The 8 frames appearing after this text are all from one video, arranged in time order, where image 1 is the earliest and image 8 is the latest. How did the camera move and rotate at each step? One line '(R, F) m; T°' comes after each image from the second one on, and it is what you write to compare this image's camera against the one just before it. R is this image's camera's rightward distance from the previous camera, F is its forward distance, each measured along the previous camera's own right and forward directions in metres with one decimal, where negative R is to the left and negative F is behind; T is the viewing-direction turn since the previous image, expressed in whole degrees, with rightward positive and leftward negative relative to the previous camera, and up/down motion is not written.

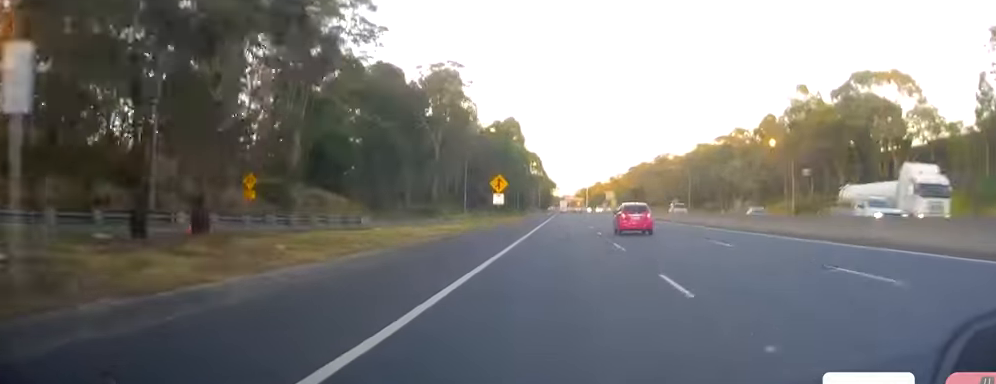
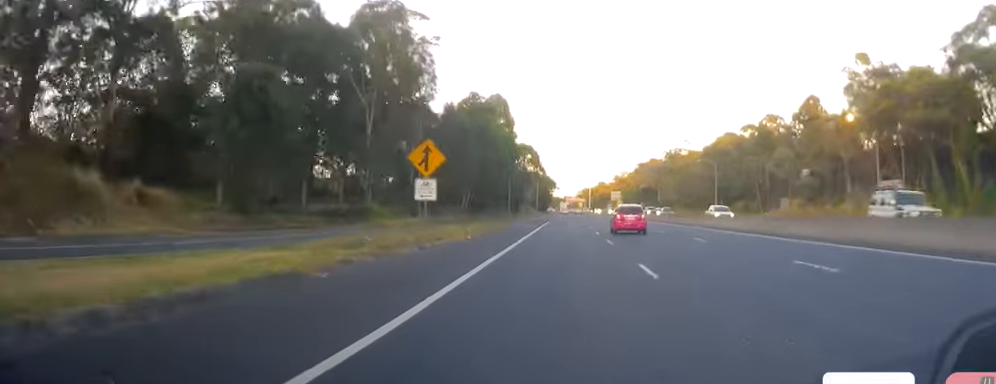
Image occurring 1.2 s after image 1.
(-0.2, +32.7) m; -1°
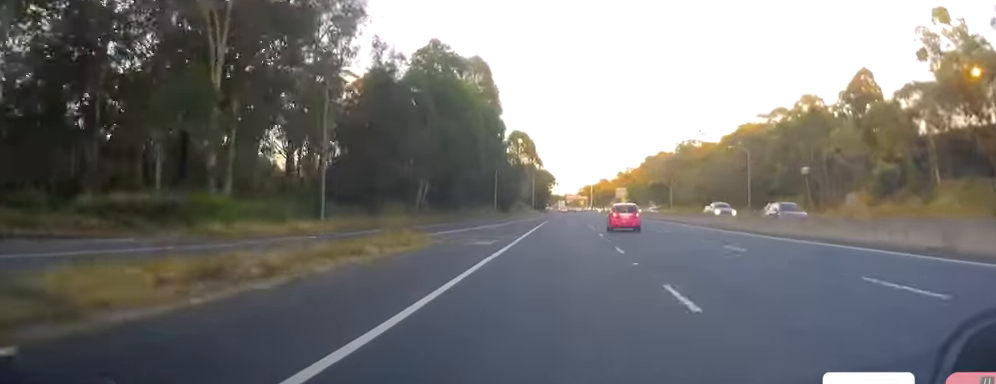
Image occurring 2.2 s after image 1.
(-0.3, +28.2) m; 0°
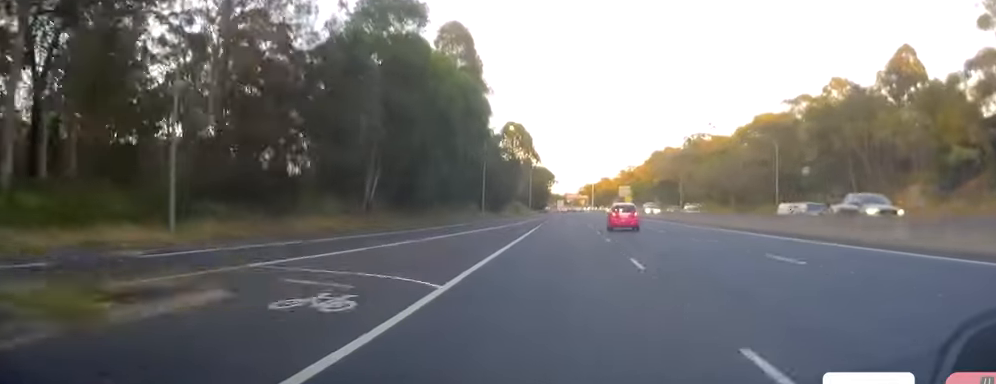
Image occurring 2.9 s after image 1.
(+0.2, +17.2) m; 0°
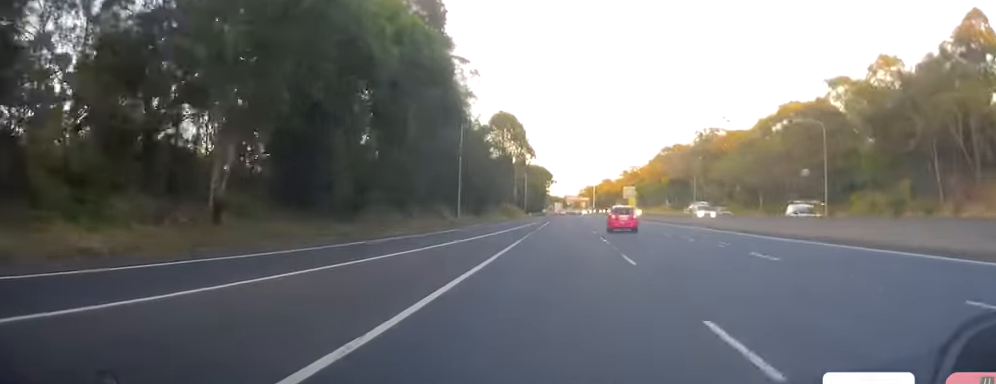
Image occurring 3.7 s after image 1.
(-0.2, +21.6) m; 0°
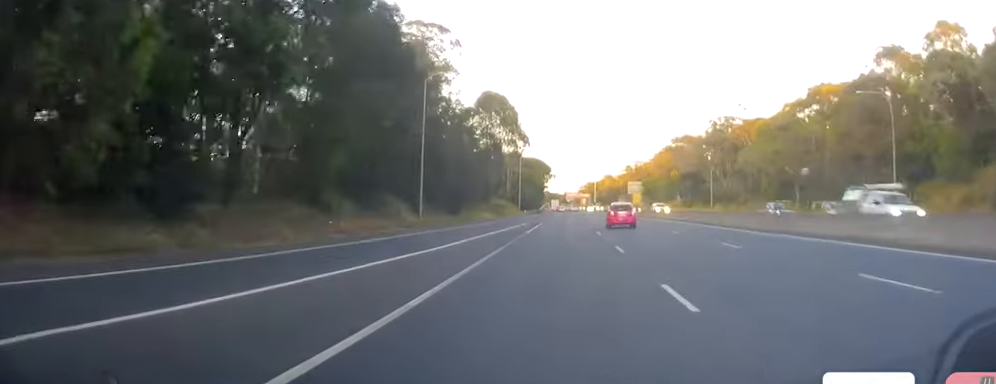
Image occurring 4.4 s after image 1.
(+0.1, +19.9) m; 0°
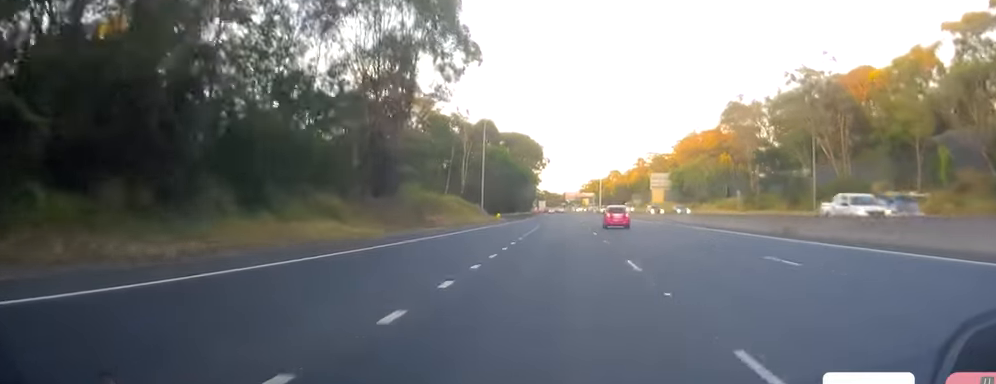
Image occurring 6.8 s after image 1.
(0.0, +64.4) m; 0°
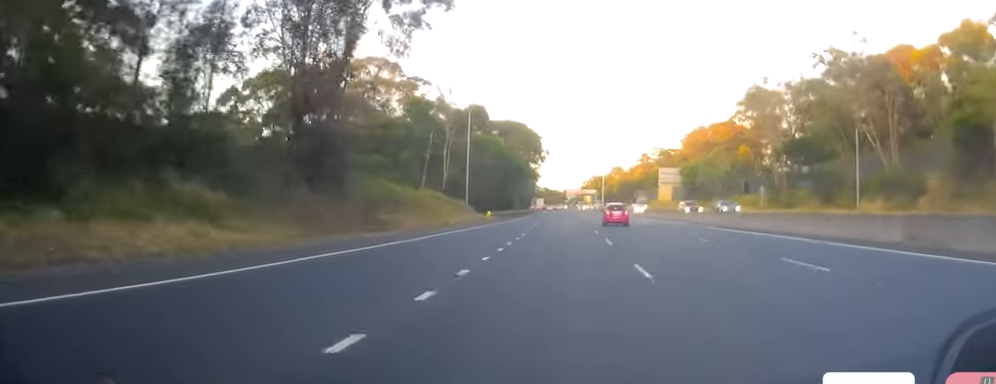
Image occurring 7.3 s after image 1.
(0.0, +13.7) m; 0°
